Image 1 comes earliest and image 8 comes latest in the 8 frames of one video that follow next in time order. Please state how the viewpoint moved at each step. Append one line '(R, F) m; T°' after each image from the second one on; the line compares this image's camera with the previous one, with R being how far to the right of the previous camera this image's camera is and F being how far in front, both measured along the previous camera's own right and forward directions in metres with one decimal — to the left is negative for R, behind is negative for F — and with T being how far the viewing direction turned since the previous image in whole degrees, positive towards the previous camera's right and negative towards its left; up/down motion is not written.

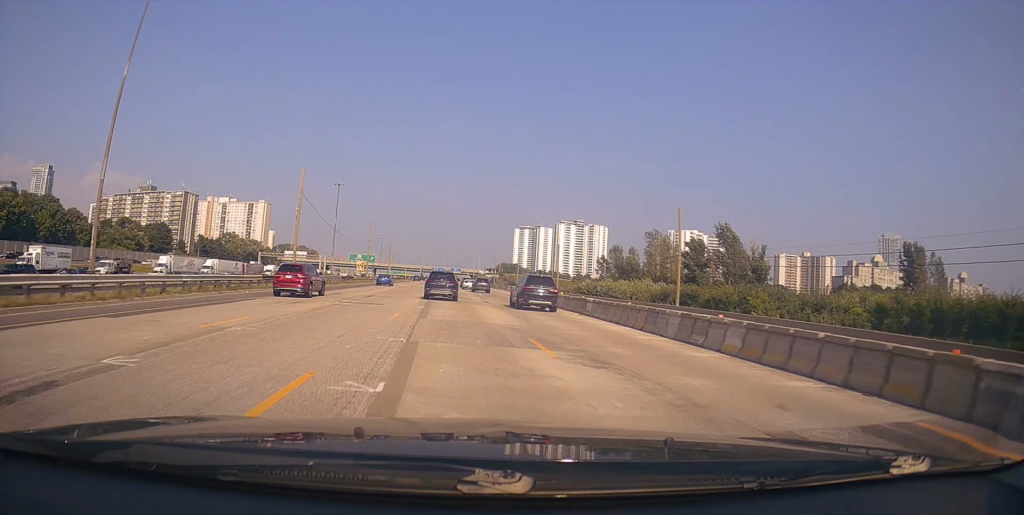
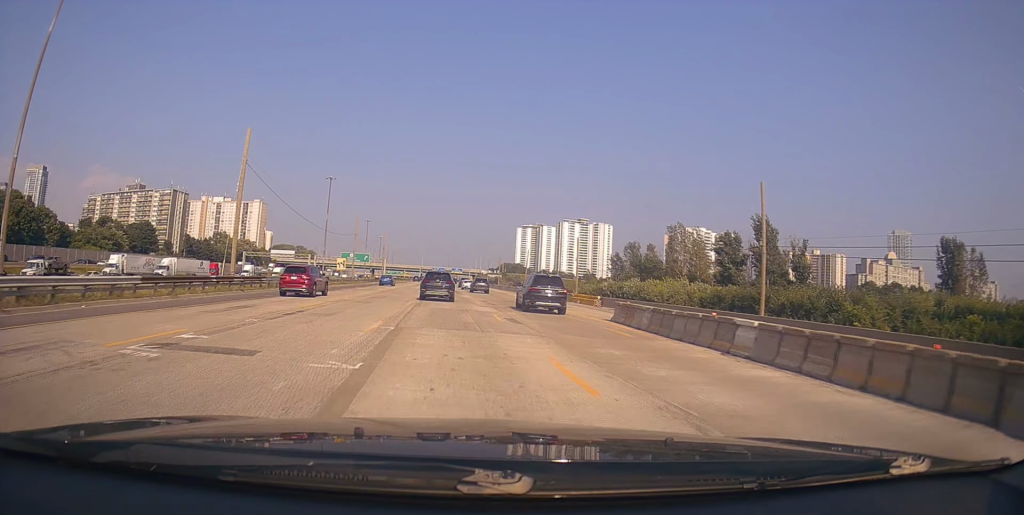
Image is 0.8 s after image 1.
(+0.3, +15.7) m; +1°
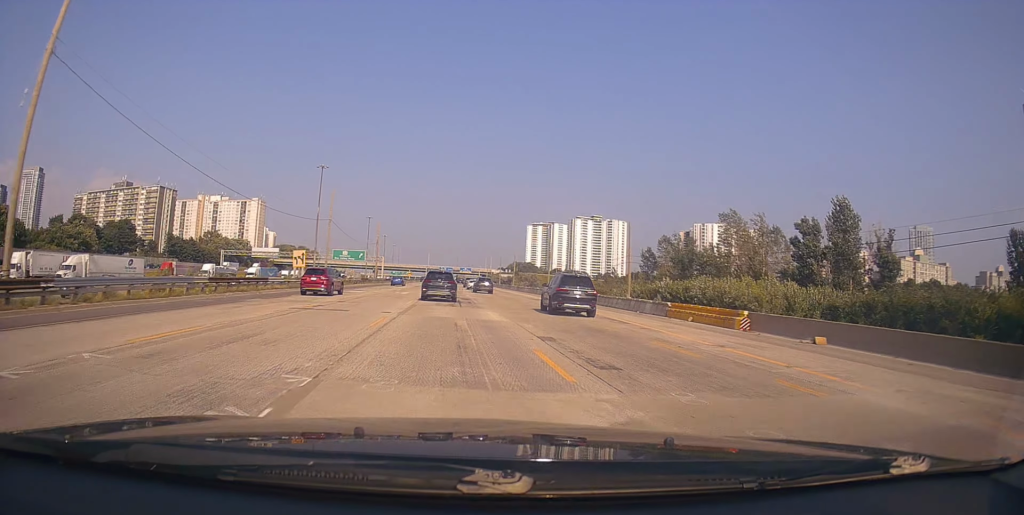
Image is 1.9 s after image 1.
(-0.2, +23.5) m; -2°
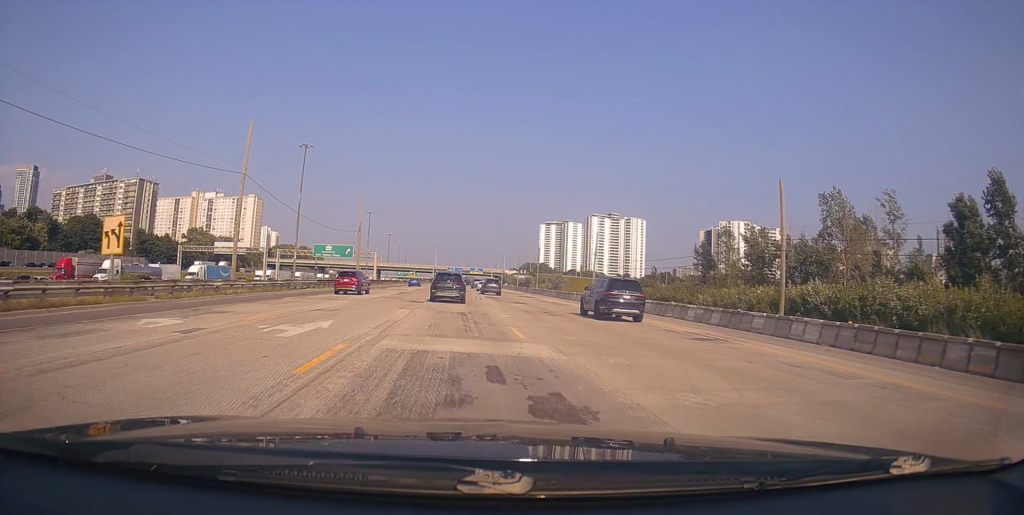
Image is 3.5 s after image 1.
(0.0, +30.9) m; 0°
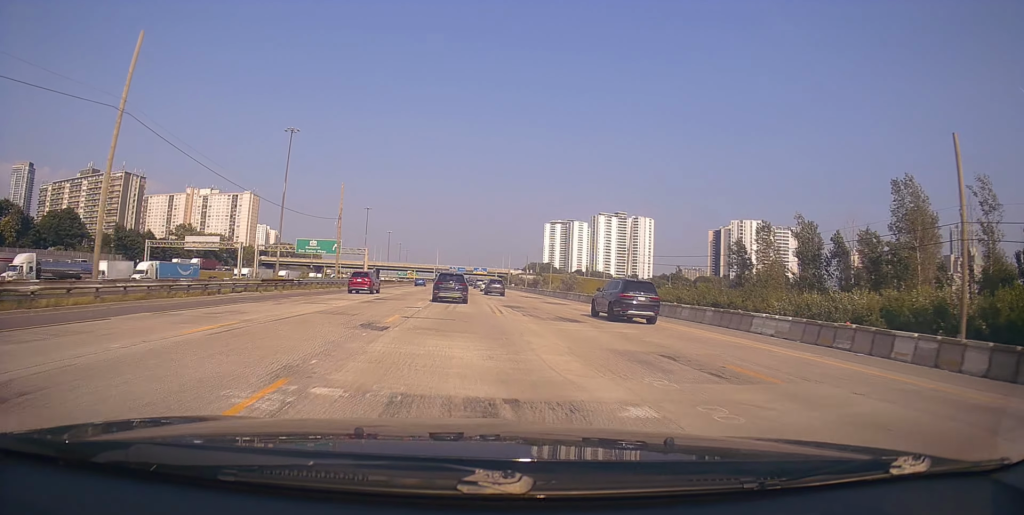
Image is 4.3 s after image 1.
(-0.2, +15.7) m; -1°
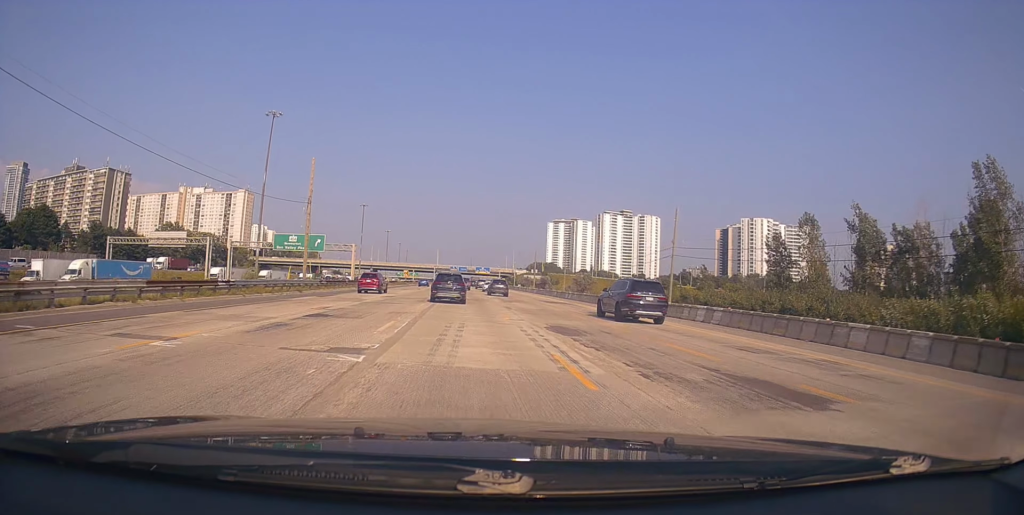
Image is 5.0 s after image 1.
(-0.2, +14.5) m; -1°
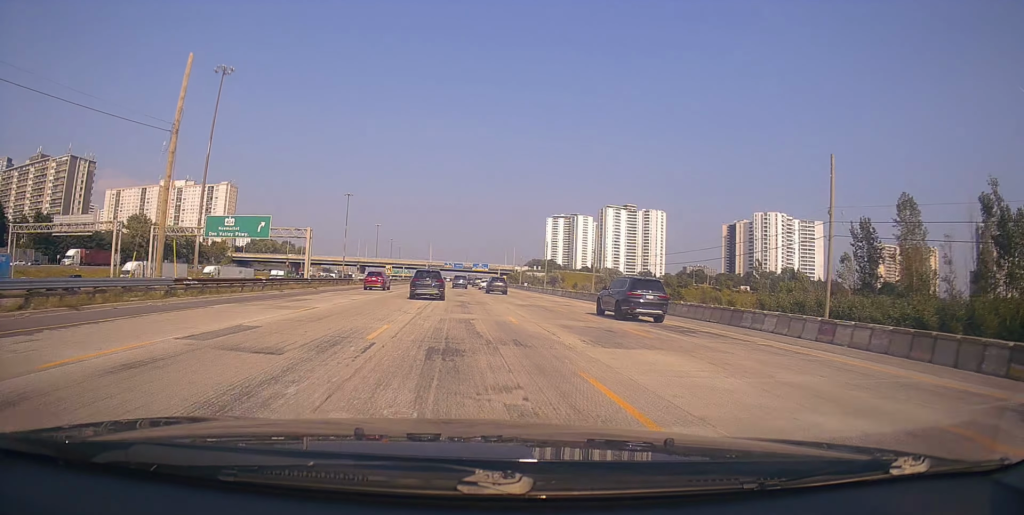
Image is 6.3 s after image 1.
(0.0, +25.8) m; 0°
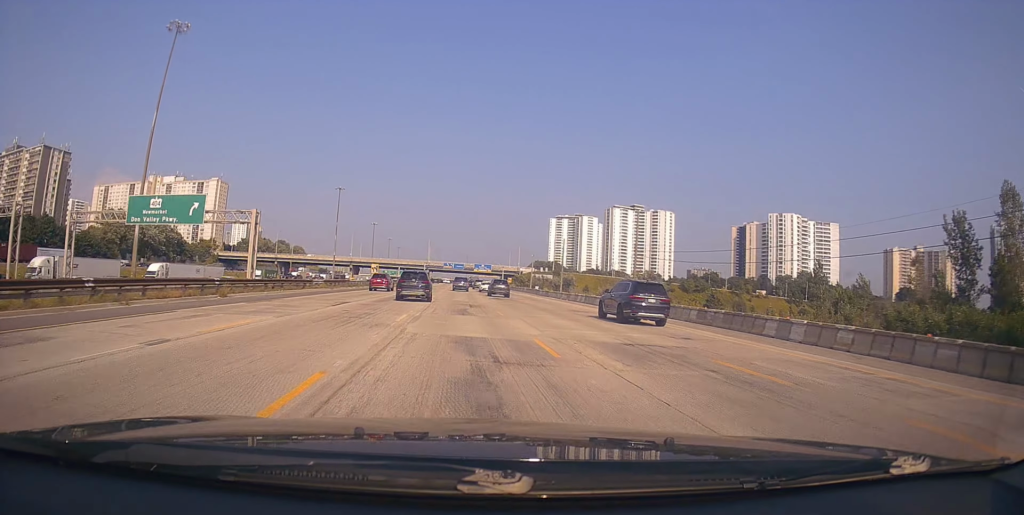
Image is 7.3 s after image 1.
(0.0, +18.8) m; 0°
